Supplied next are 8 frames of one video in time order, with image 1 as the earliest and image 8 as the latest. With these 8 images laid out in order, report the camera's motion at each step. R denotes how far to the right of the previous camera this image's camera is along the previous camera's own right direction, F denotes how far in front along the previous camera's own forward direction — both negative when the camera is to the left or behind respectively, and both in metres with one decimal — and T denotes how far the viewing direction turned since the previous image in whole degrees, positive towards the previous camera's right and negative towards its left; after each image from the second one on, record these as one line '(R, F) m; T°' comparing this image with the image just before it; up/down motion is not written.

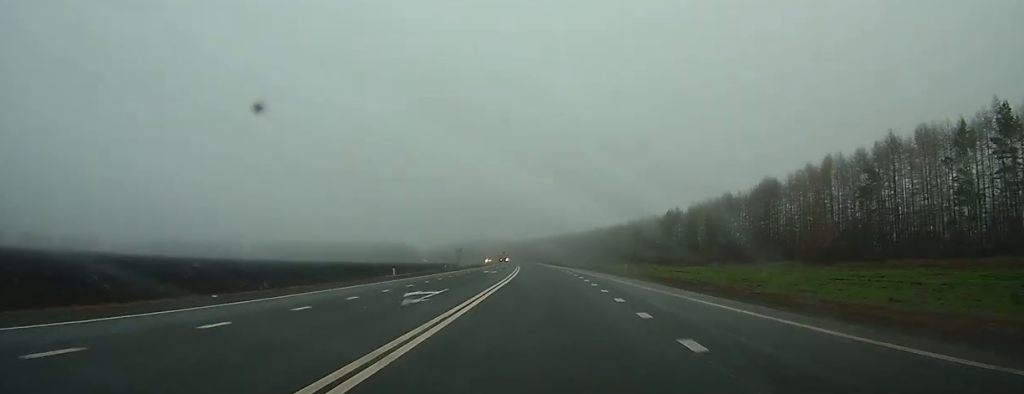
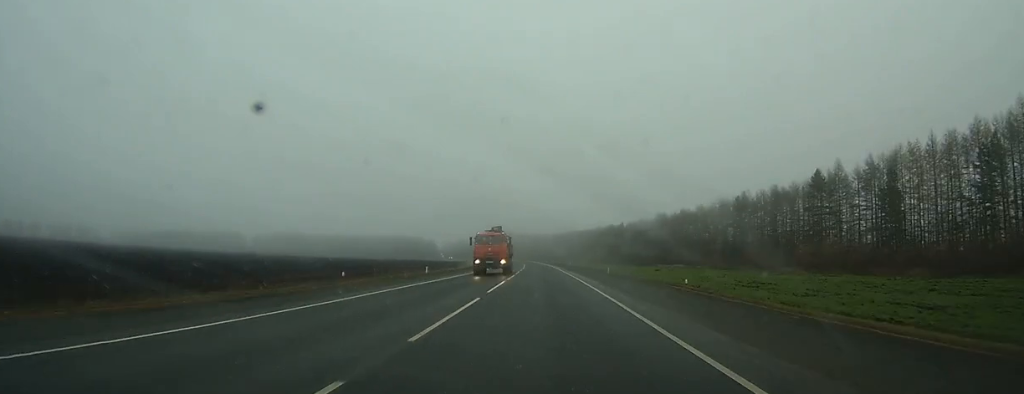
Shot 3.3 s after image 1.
(-2.2, +95.7) m; -2°
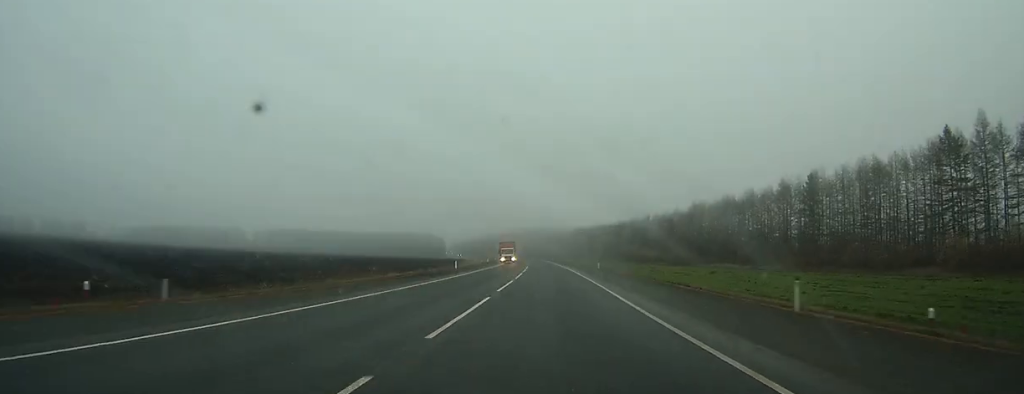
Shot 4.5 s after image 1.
(+0.1, +36.6) m; -1°
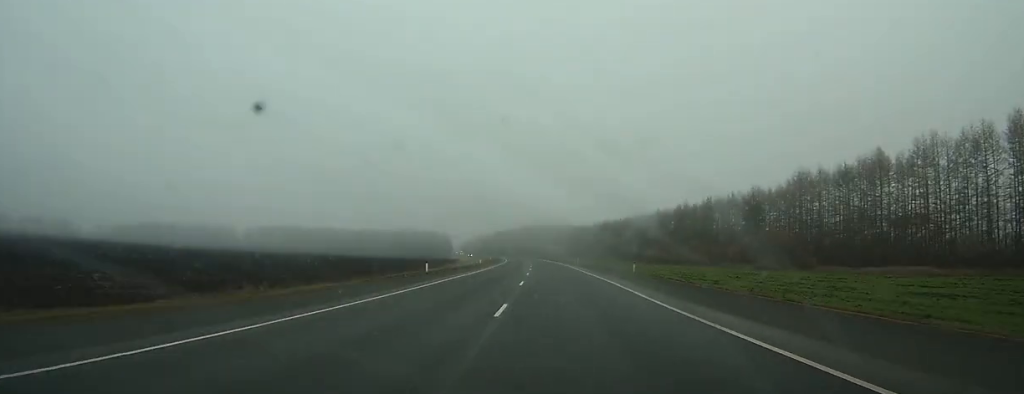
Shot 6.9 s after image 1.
(-1.5, +69.4) m; -2°
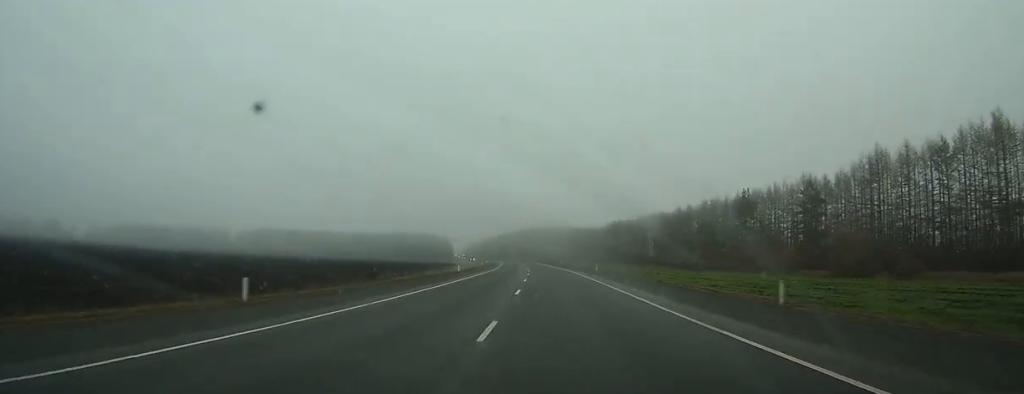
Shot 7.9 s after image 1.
(-0.3, +27.2) m; -1°
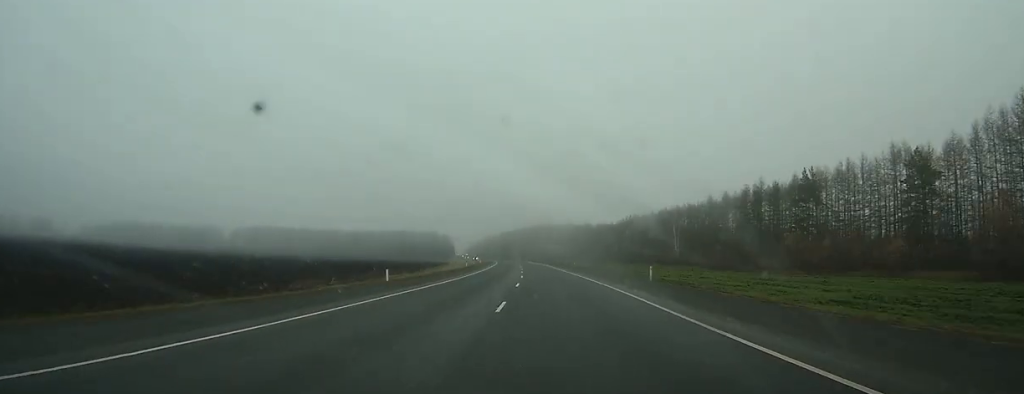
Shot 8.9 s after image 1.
(-0.2, +31.2) m; -1°
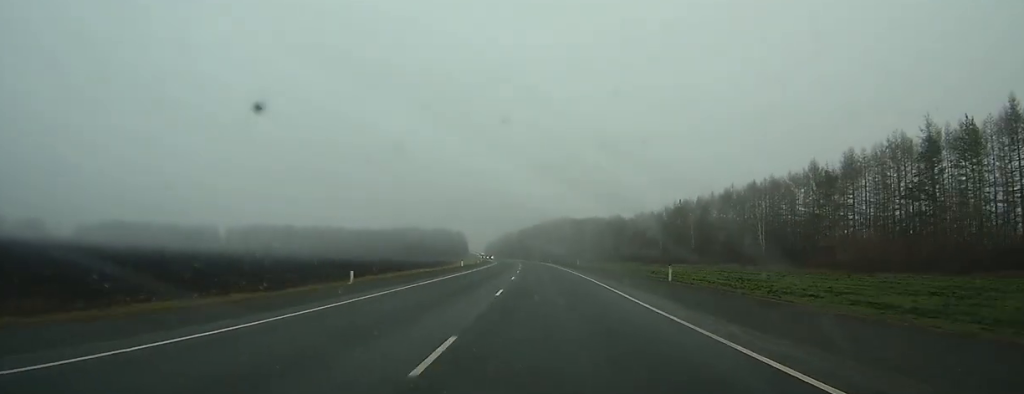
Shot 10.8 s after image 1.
(-0.3, +55.4) m; -2°
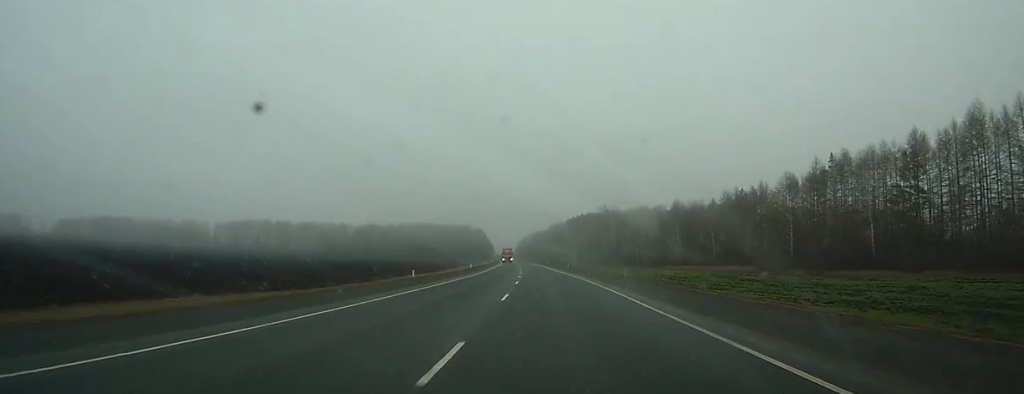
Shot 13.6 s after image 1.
(-2.5, +84.7) m; -3°
